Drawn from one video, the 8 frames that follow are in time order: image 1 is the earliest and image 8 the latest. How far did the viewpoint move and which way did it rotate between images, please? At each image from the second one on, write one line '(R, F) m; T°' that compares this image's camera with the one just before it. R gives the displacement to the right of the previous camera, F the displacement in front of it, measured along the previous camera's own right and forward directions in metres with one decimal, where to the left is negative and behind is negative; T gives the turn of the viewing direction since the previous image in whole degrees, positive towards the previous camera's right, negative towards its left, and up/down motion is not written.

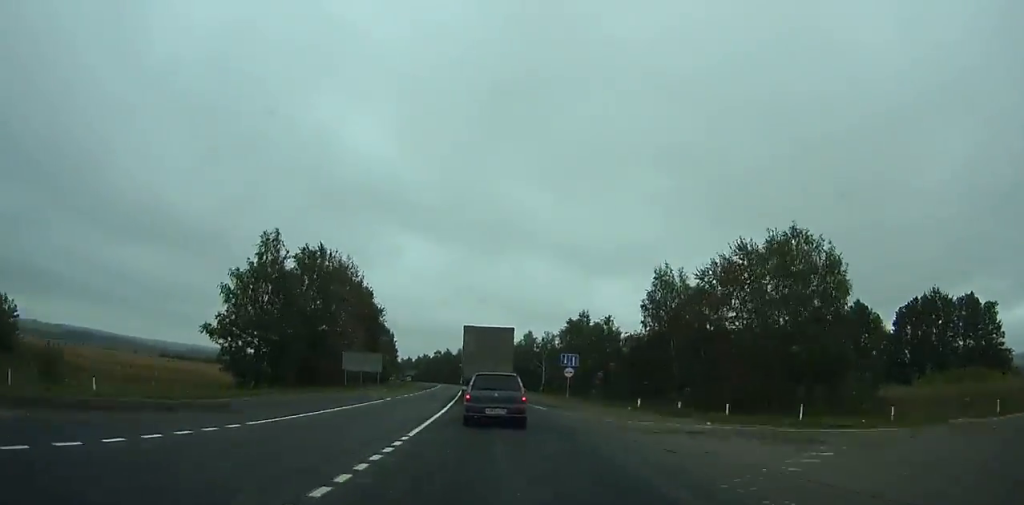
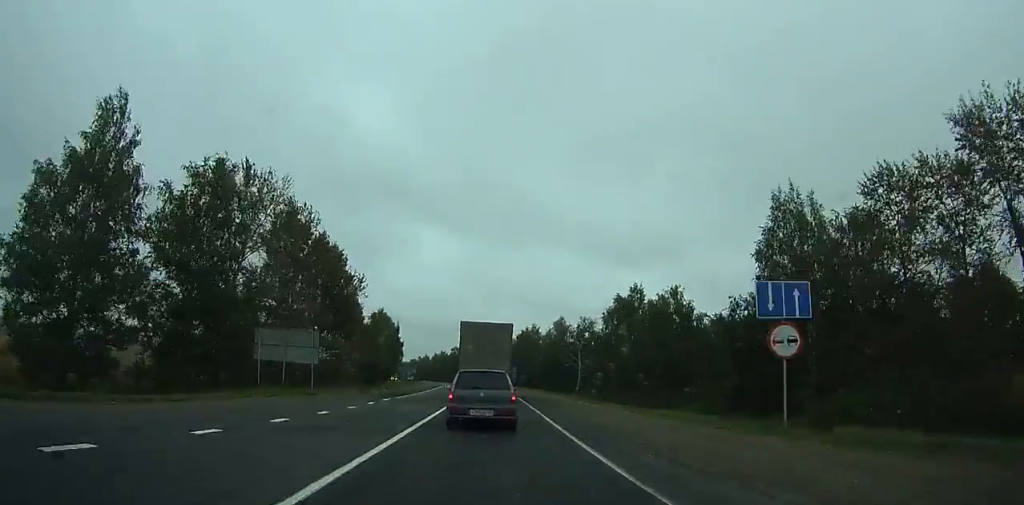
(+1.2, +38.1) m; 0°
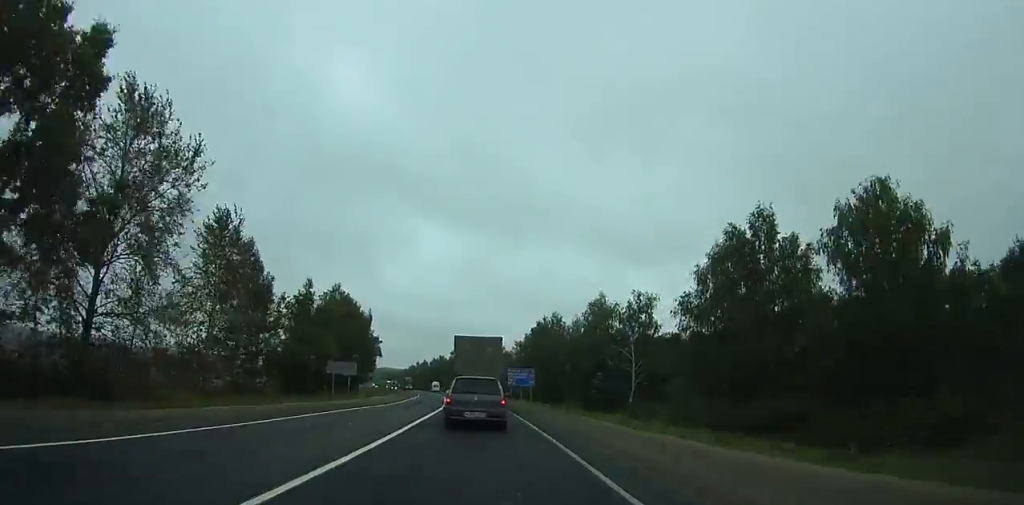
(-1.9, +58.6) m; -4°
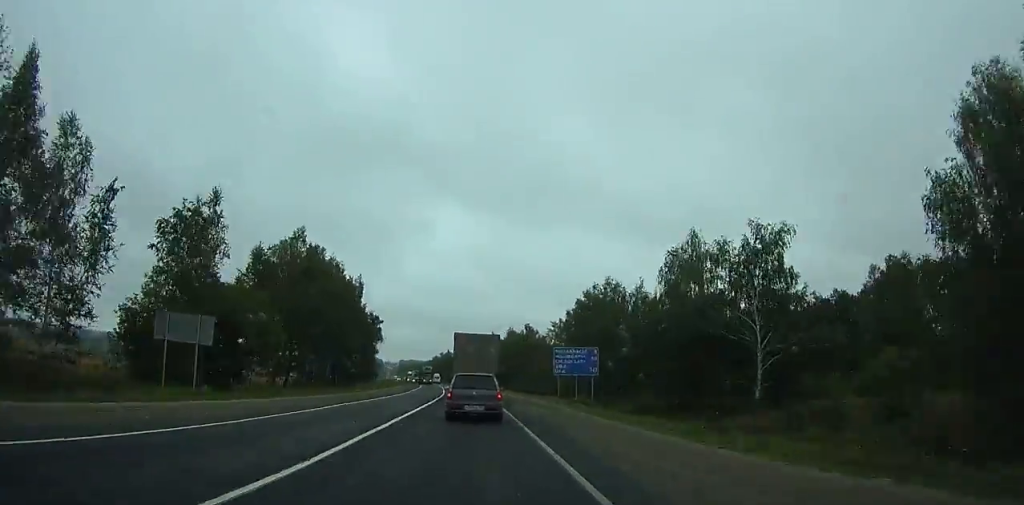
(-1.4, +39.9) m; -3°
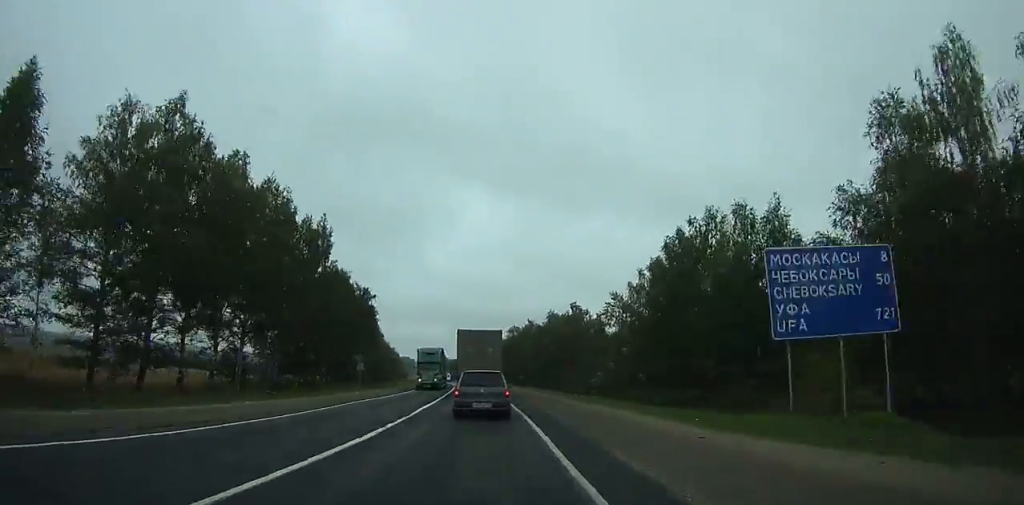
(-1.2, +40.7) m; -3°
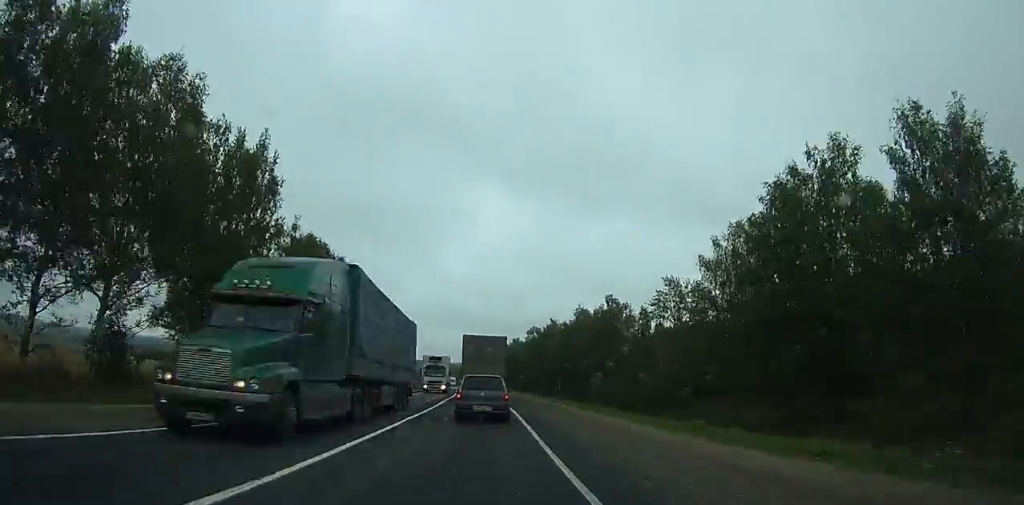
(-0.2, +24.5) m; -2°
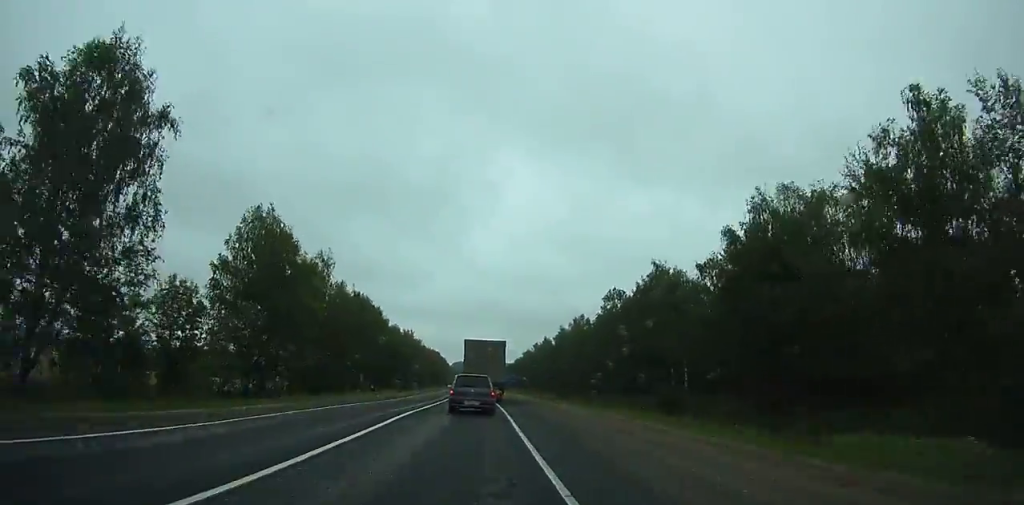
(-3.5, +79.6) m; -4°
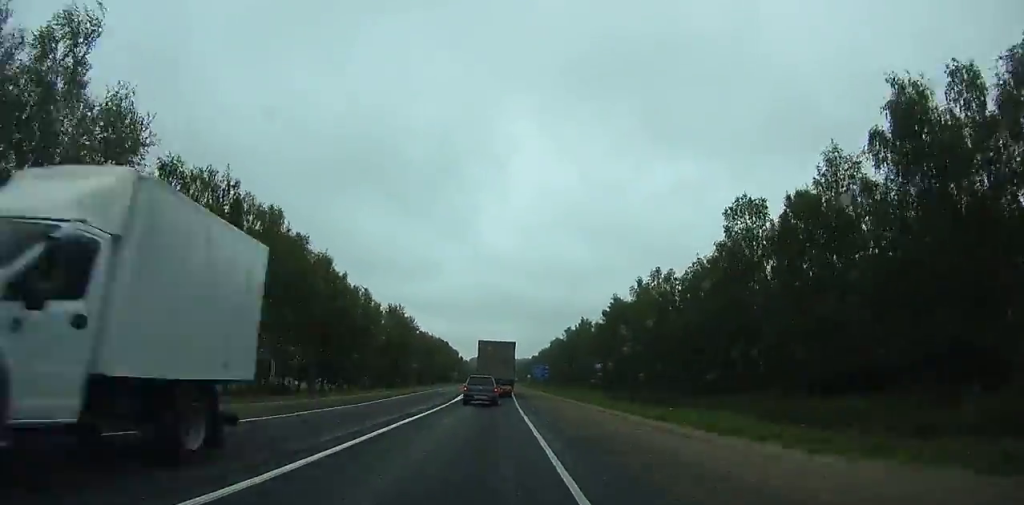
(-1.4, +63.5) m; -2°
